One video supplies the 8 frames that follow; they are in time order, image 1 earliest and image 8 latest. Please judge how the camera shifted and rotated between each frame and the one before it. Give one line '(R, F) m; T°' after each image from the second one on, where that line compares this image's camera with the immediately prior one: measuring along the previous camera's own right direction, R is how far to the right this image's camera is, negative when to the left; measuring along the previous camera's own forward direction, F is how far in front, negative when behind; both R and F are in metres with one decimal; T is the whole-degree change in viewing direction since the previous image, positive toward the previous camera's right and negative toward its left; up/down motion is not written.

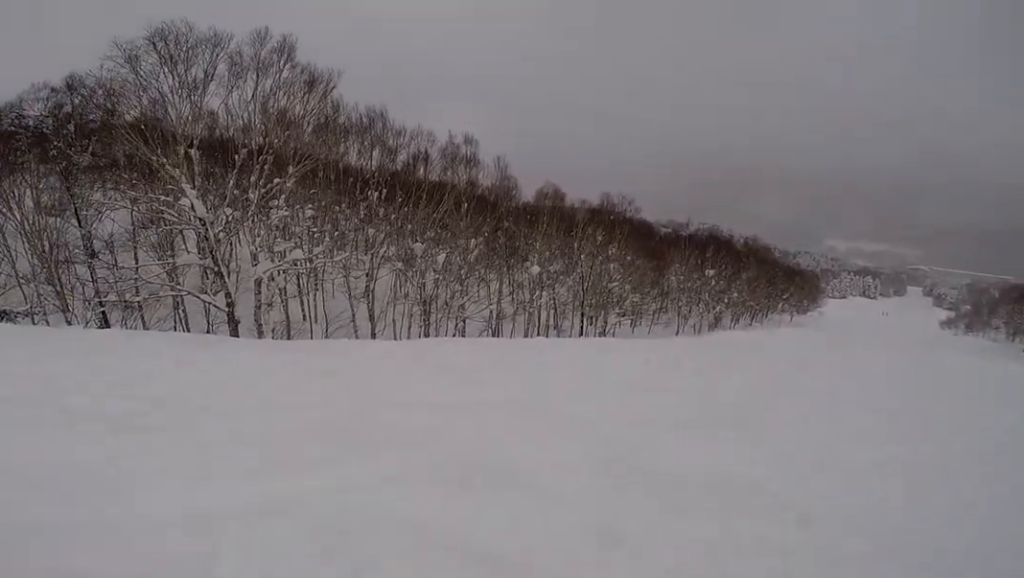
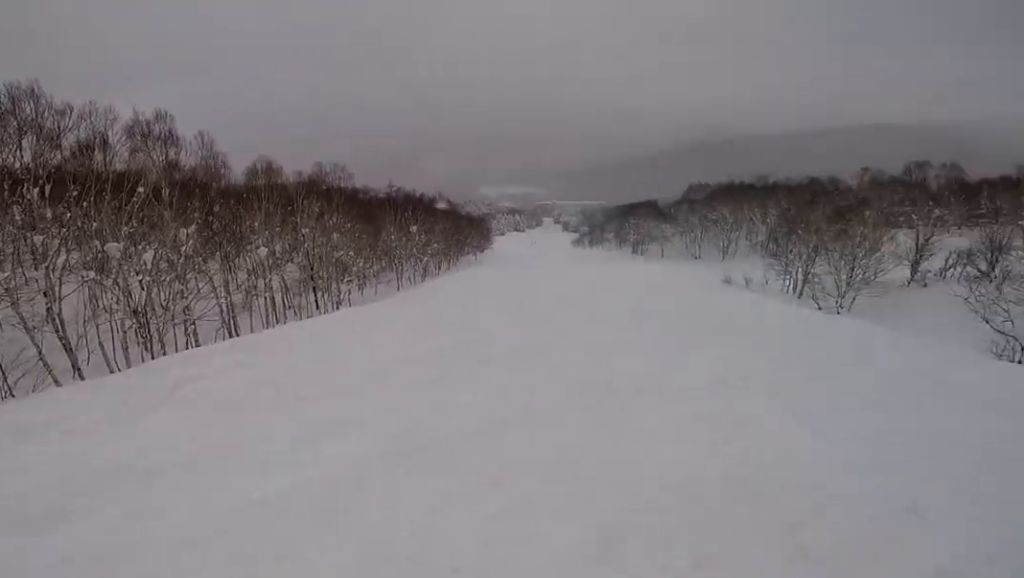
(+2.1, +3.1) m; +65°
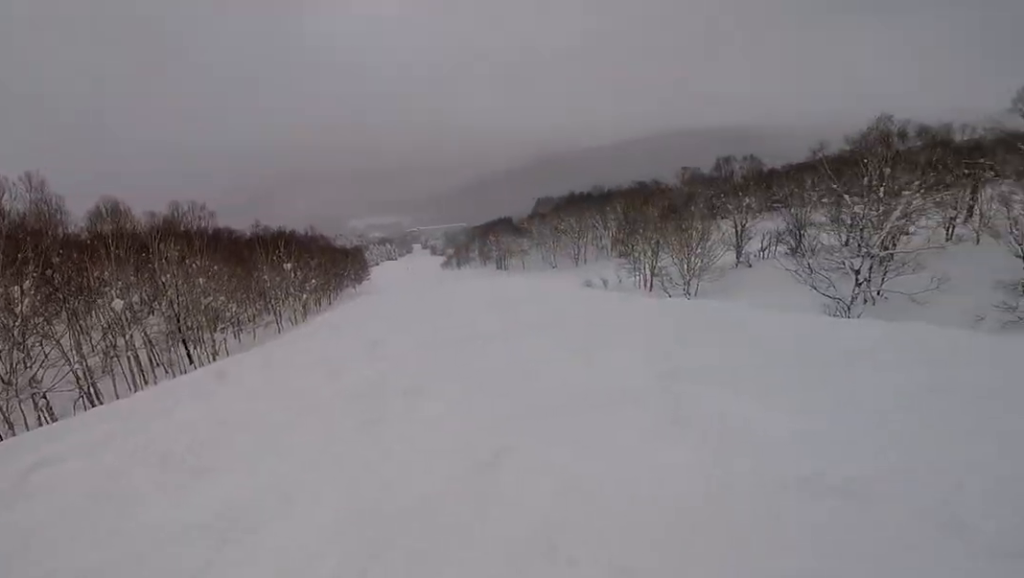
(+0.4, +2.4) m; +21°
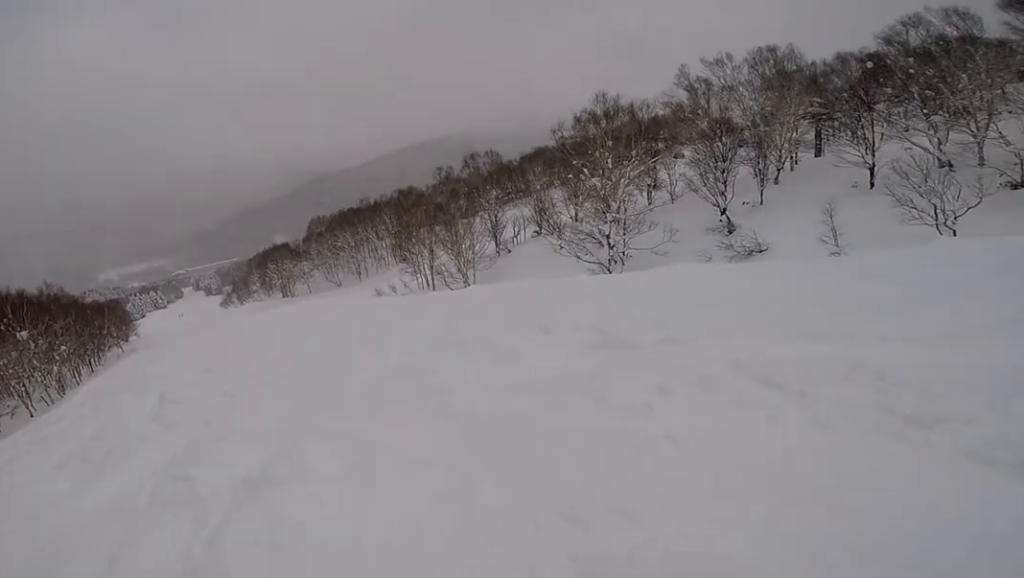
(+1.0, +3.5) m; +15°
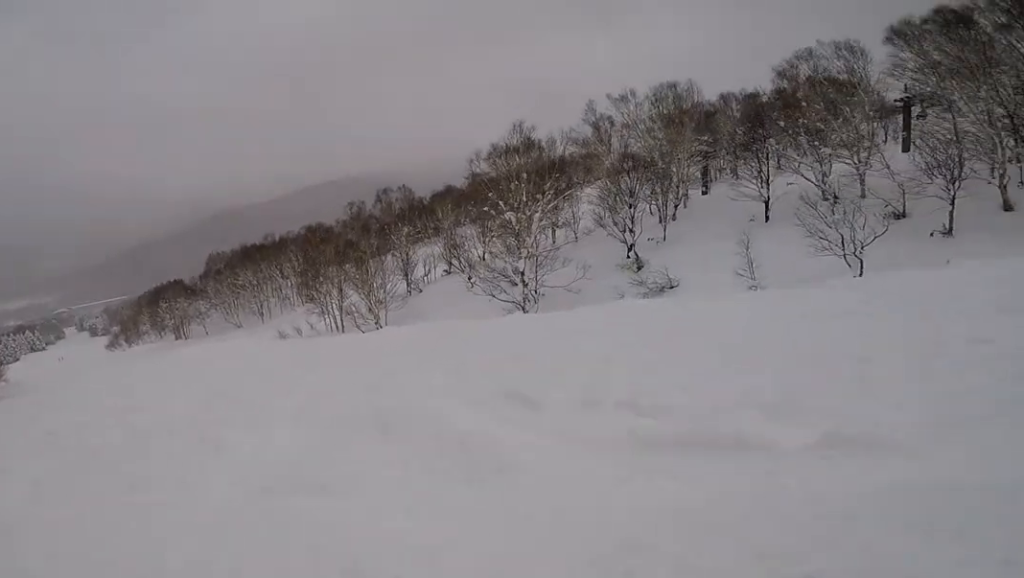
(+1.1, +3.1) m; -4°
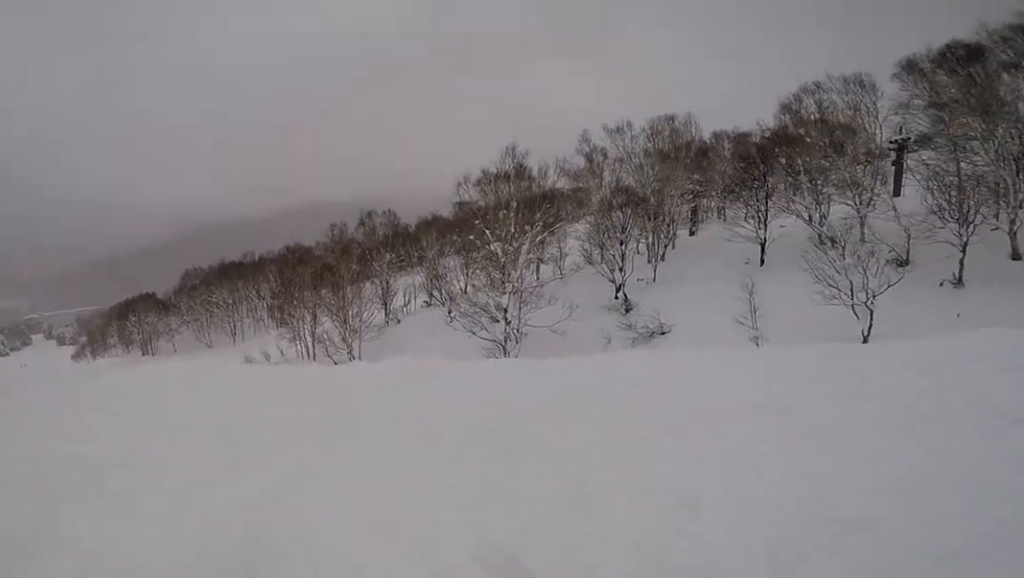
(-1.2, +2.5) m; -12°
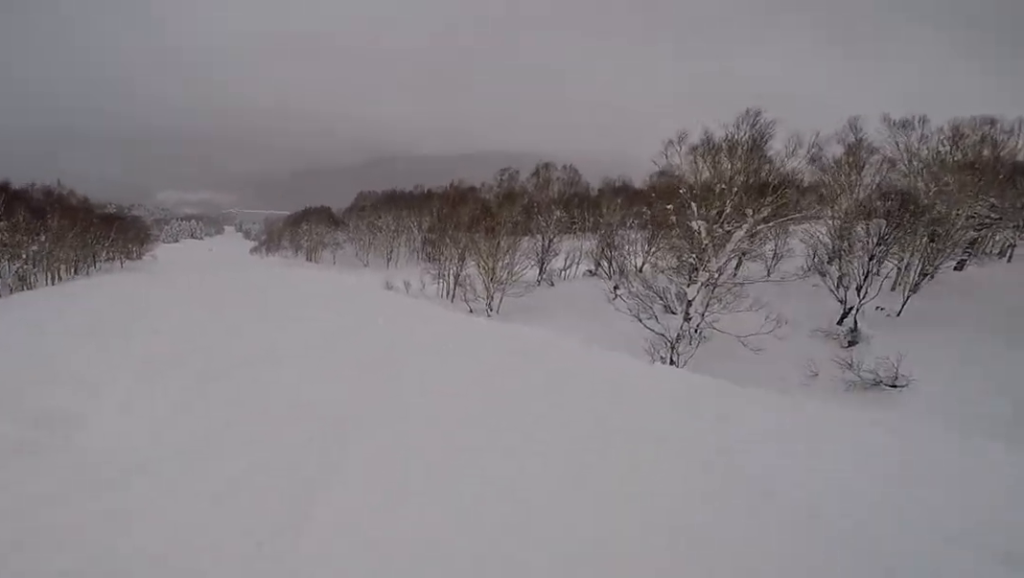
(-0.6, +3.7) m; -15°
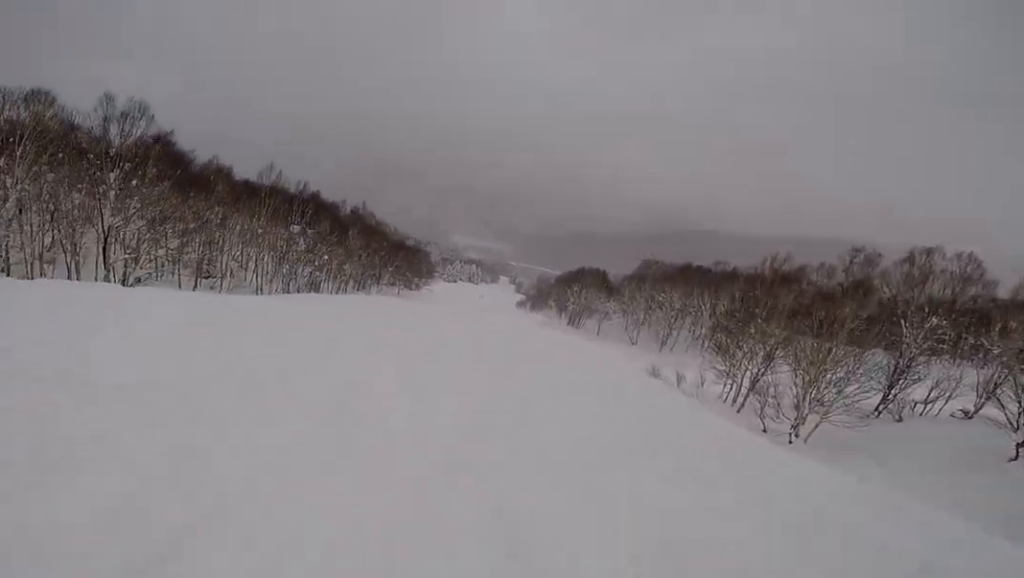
(-0.6, +5.1) m; -27°
